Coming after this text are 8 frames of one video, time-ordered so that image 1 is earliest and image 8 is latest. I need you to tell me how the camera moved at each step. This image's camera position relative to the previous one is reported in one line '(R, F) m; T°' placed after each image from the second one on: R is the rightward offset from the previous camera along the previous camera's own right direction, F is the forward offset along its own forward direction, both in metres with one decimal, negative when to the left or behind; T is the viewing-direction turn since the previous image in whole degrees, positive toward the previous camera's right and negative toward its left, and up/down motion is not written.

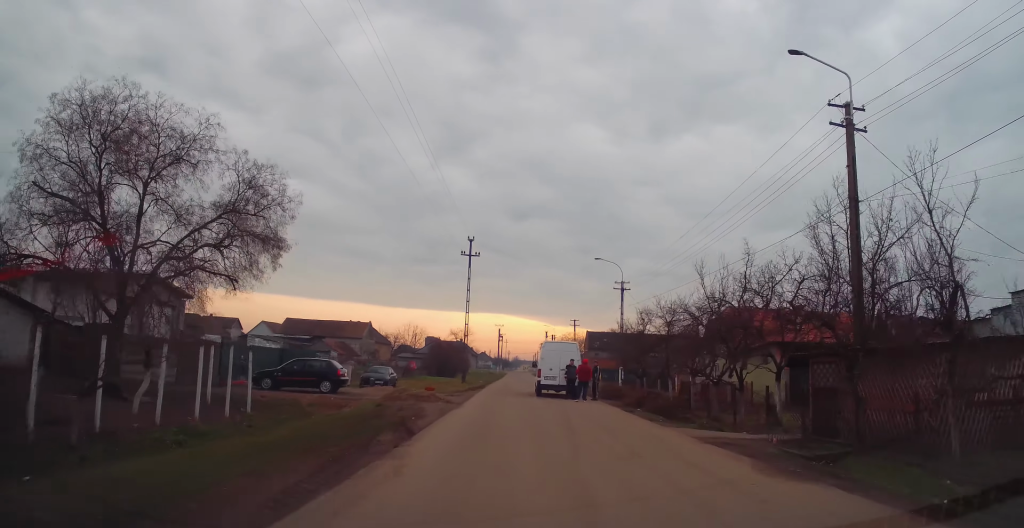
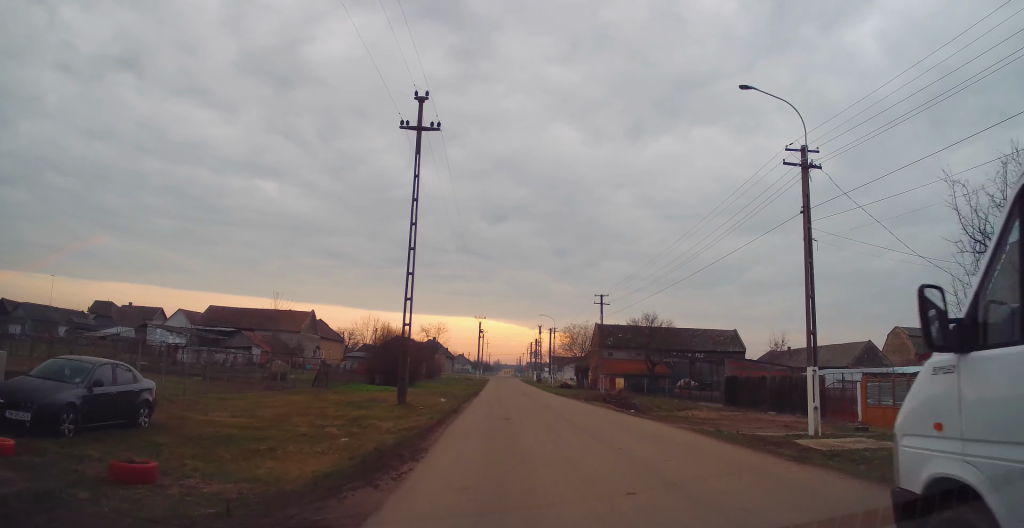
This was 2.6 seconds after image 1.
(+0.7, +30.9) m; +1°
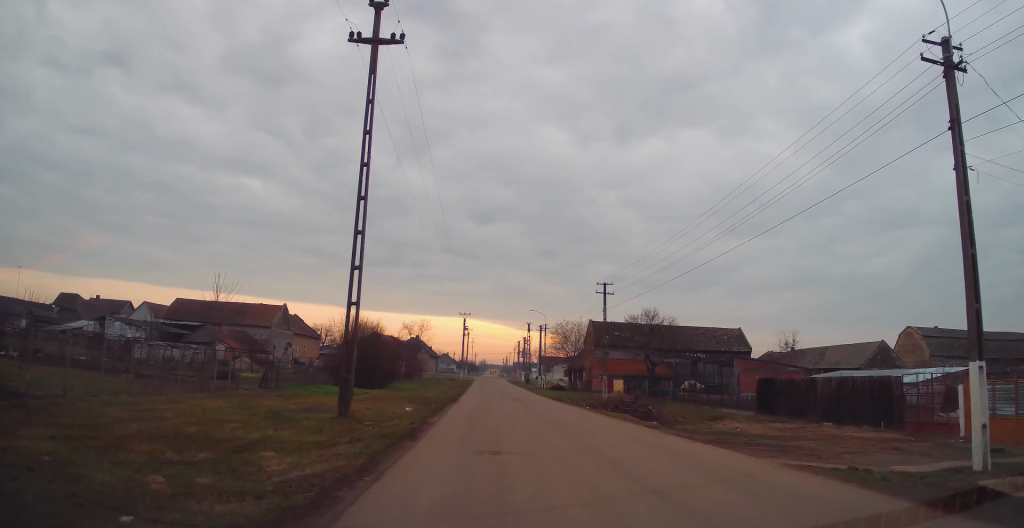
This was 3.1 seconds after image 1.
(0.0, +7.2) m; +1°
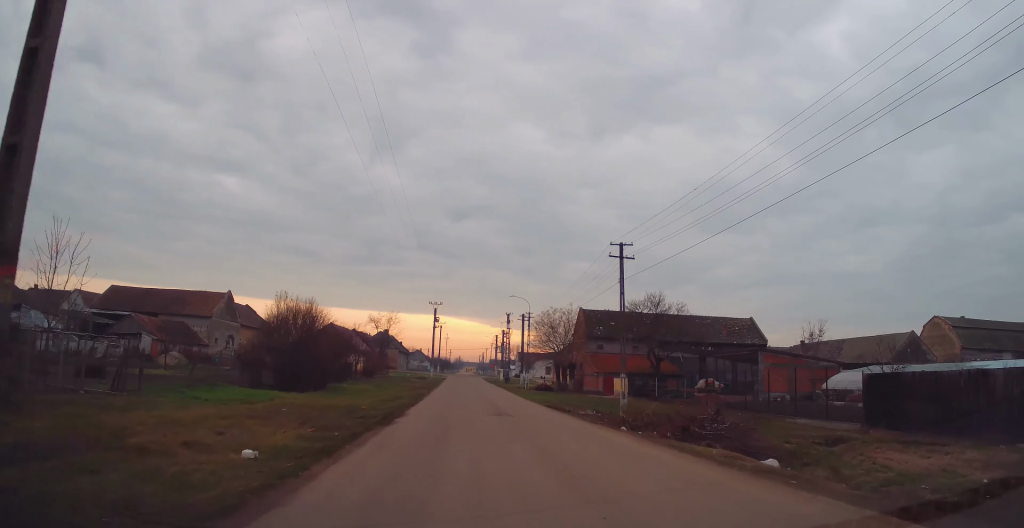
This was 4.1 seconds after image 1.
(+0.3, +12.4) m; +2°
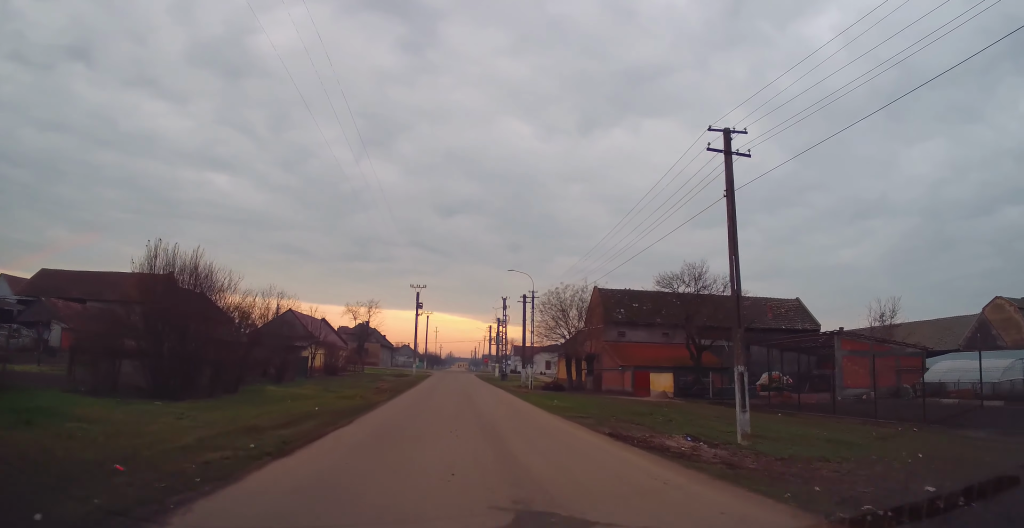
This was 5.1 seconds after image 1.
(+0.3, +14.3) m; +2°
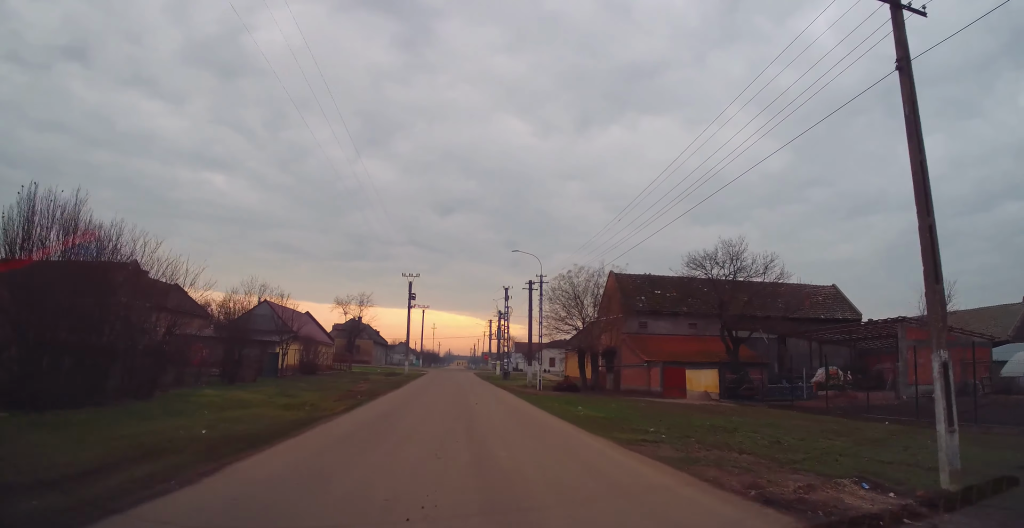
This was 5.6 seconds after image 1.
(+0.2, +7.6) m; 0°
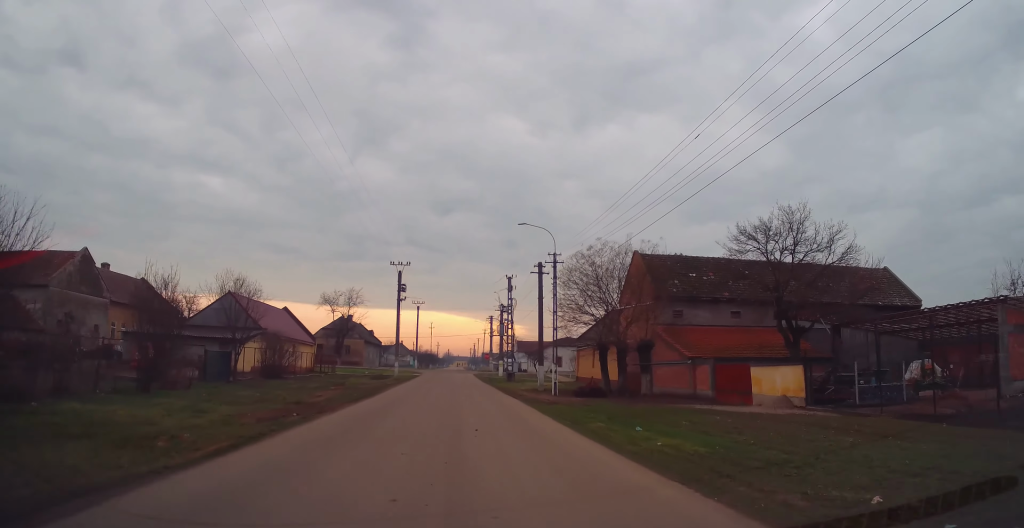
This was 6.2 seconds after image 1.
(0.0, +8.6) m; -1°
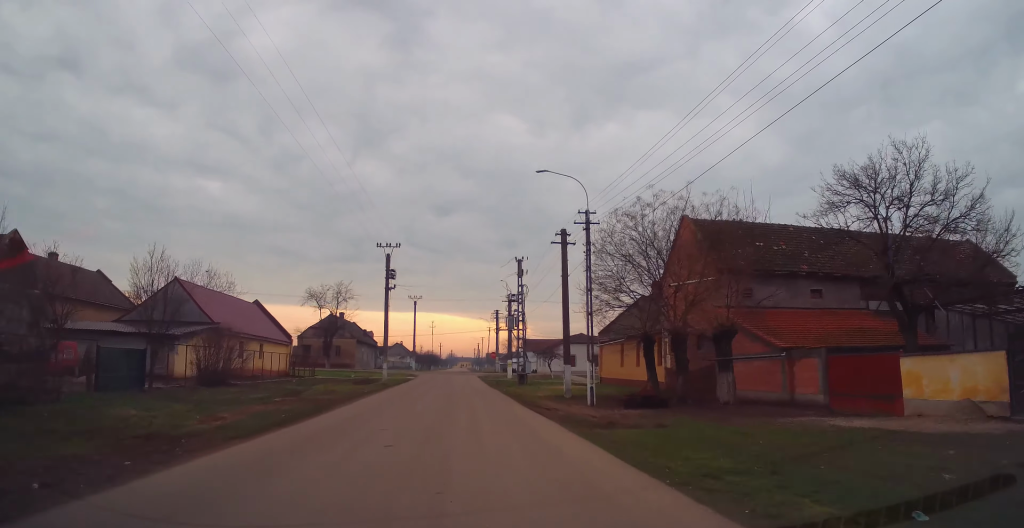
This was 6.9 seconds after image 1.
(-0.1, +10.2) m; -2°
